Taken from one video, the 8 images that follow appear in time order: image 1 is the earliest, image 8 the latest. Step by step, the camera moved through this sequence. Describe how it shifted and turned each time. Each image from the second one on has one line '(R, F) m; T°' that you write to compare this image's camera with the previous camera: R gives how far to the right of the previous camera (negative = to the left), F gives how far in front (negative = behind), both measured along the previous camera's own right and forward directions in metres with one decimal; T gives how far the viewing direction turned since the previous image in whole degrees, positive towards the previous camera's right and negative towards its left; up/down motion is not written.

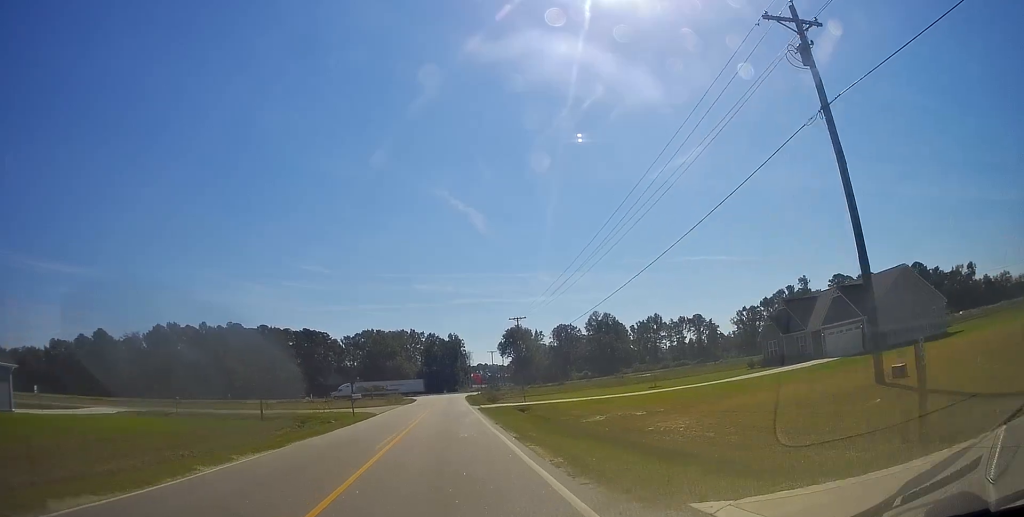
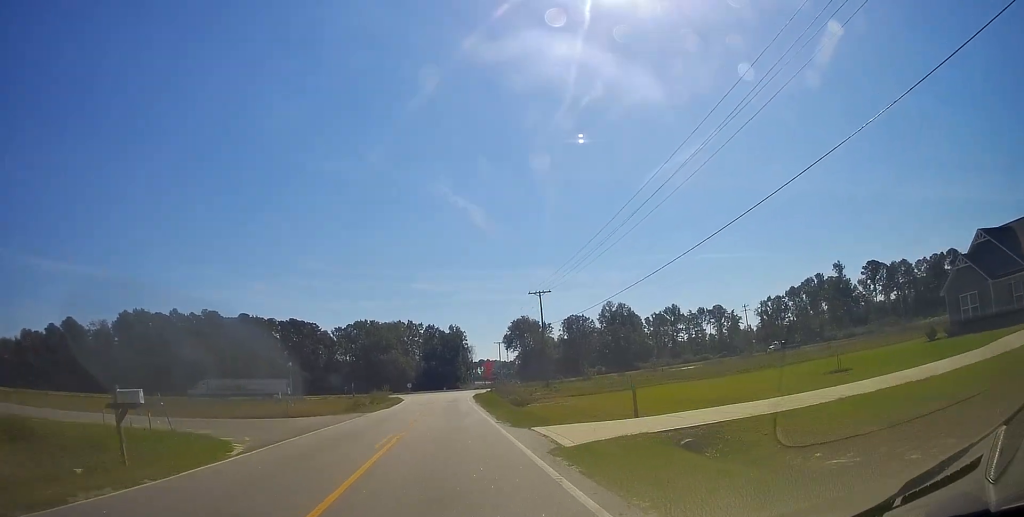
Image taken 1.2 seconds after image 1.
(0.0, +26.6) m; 0°
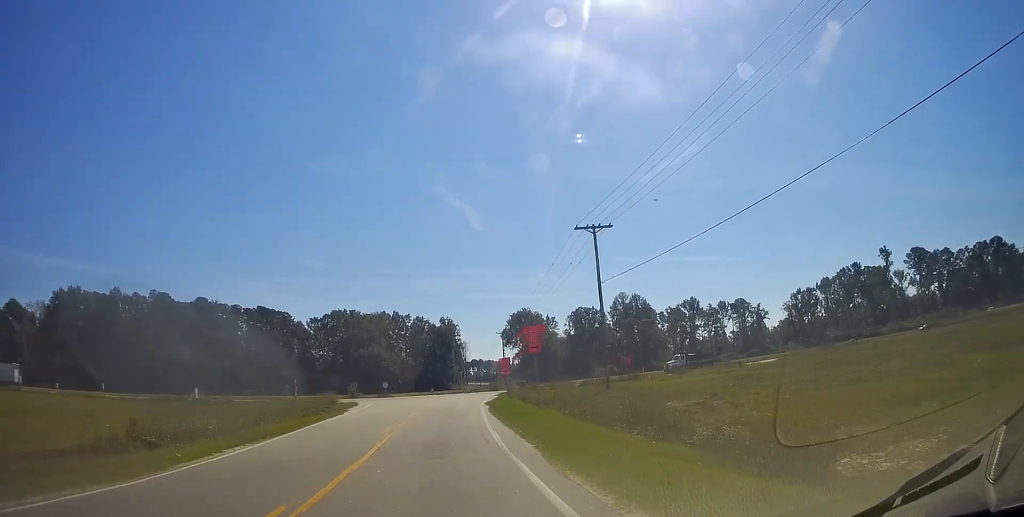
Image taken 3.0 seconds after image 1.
(+0.3, +38.4) m; 0°
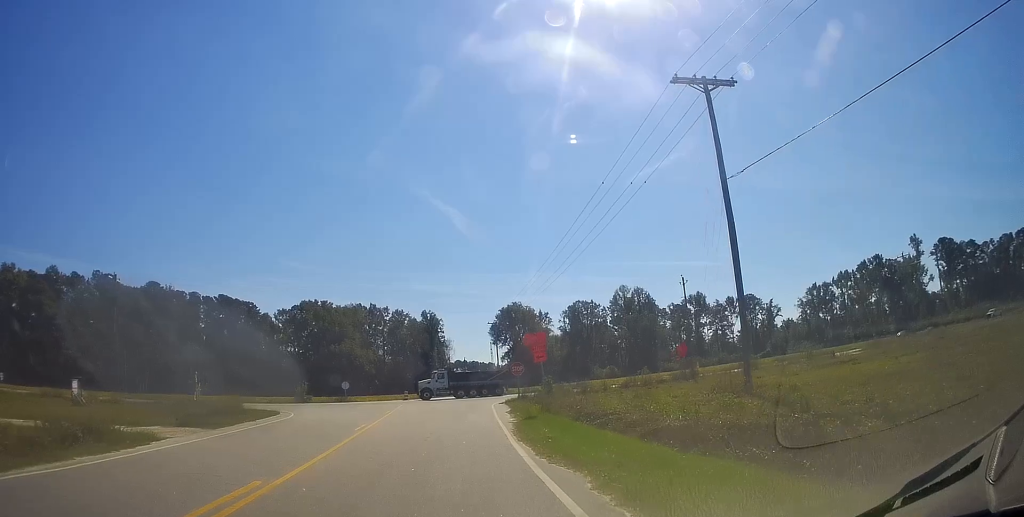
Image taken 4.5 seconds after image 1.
(-0.6, +29.0) m; -1°
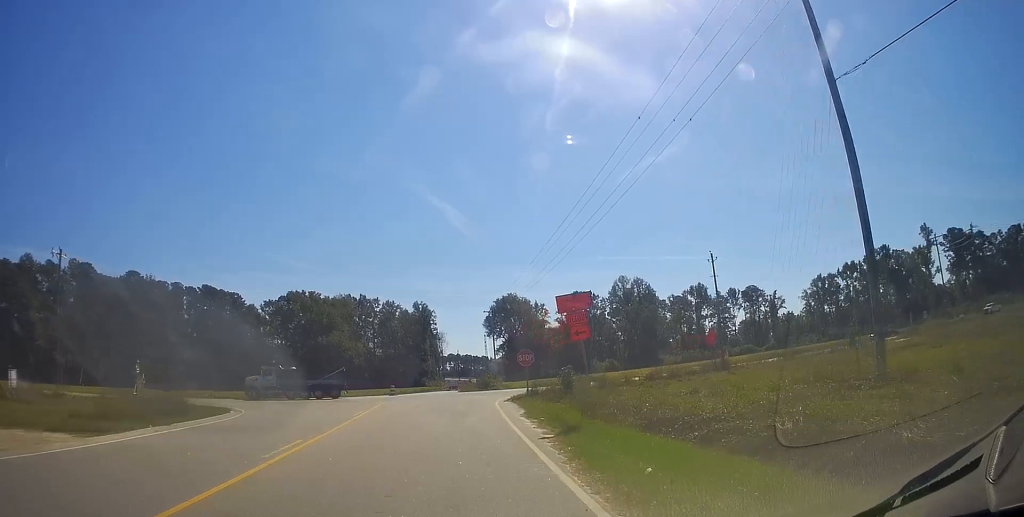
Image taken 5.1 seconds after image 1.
(+0.2, +10.4) m; +1°
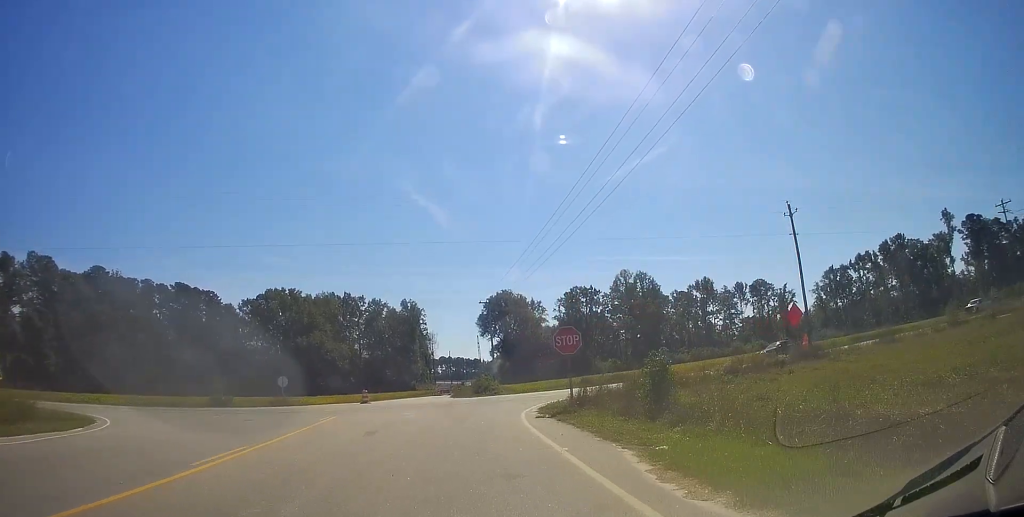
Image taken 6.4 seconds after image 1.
(+0.5, +20.1) m; +2°
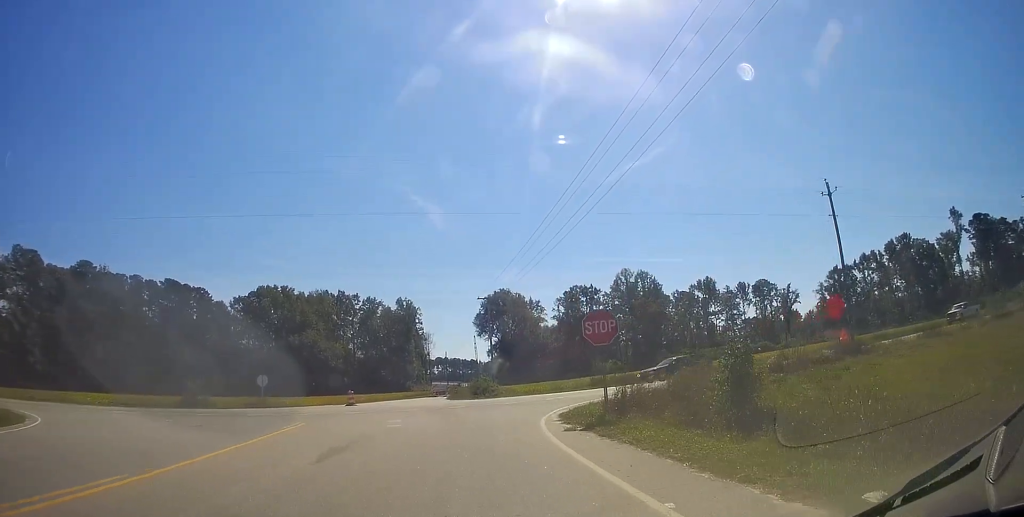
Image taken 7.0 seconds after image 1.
(0.0, +7.0) m; 0°
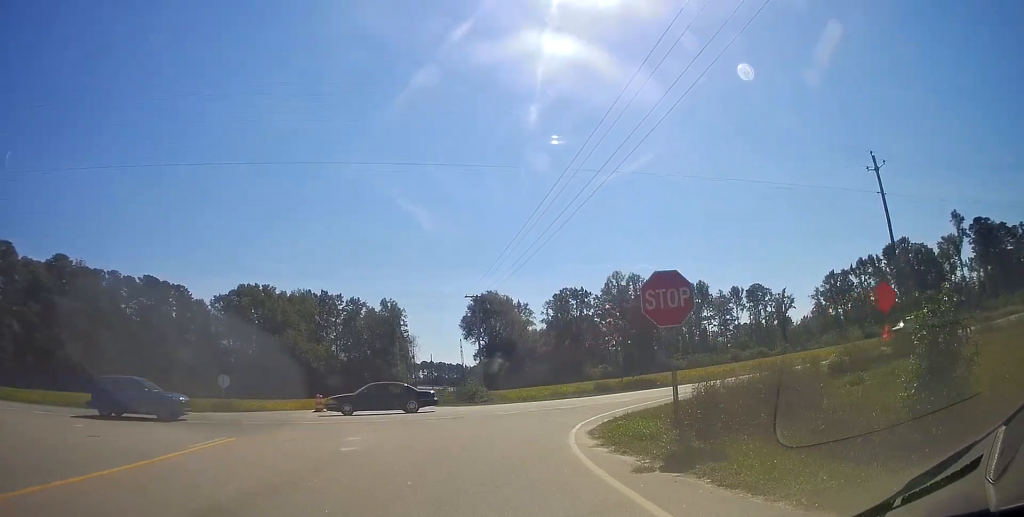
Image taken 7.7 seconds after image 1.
(0.0, +8.8) m; +1°
